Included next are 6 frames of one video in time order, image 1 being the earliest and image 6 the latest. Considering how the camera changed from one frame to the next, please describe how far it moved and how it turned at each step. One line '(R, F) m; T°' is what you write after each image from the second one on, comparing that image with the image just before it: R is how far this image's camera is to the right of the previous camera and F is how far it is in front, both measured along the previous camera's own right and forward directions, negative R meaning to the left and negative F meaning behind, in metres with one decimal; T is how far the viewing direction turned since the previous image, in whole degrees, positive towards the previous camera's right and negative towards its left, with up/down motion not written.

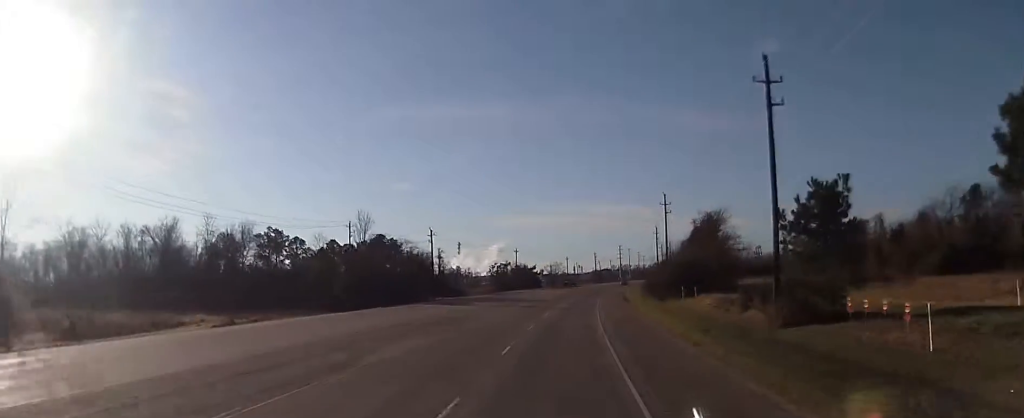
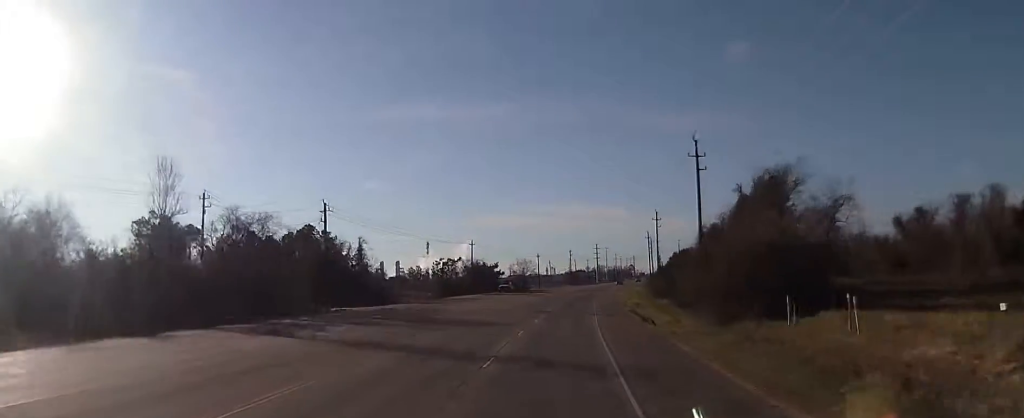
(+1.4, +40.4) m; +2°
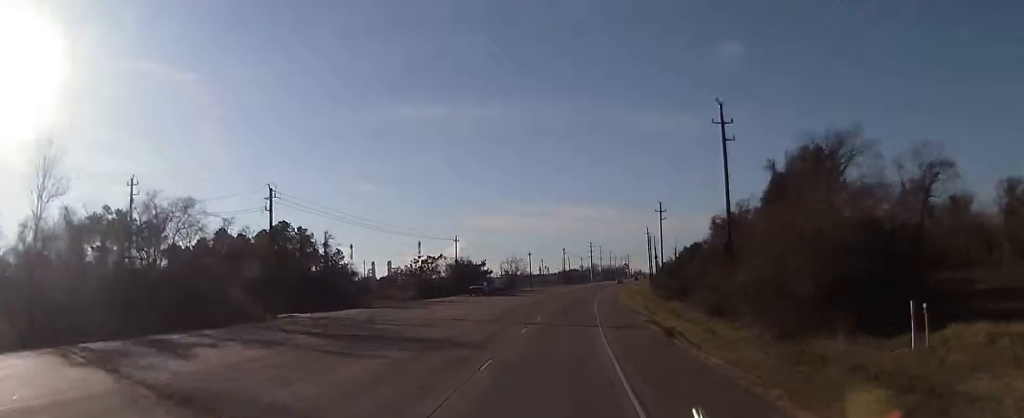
(0.0, +12.6) m; 0°
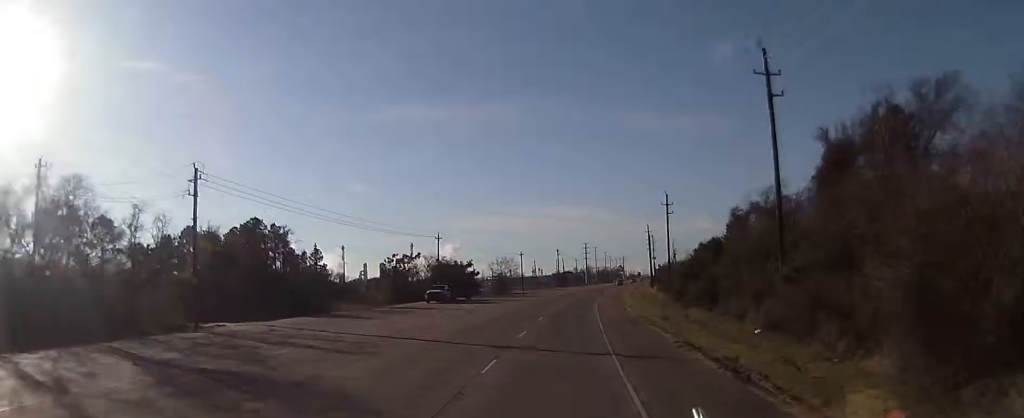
(0.0, +12.6) m; +1°
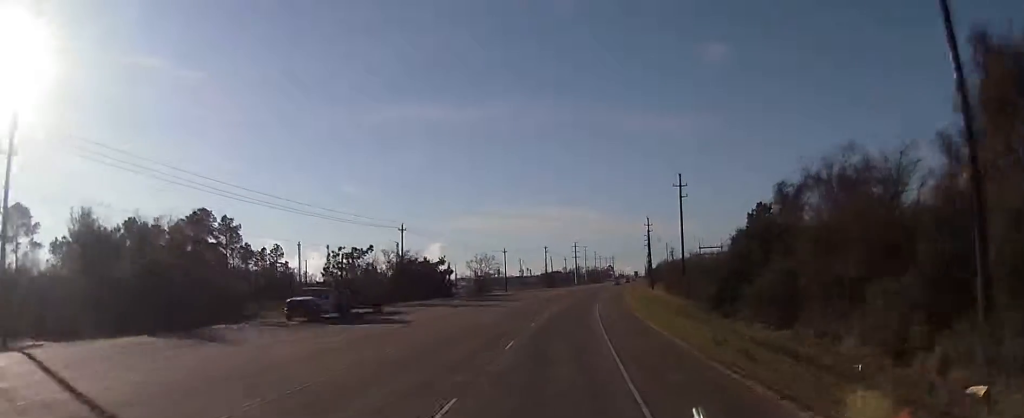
(0.0, +18.9) m; +1°
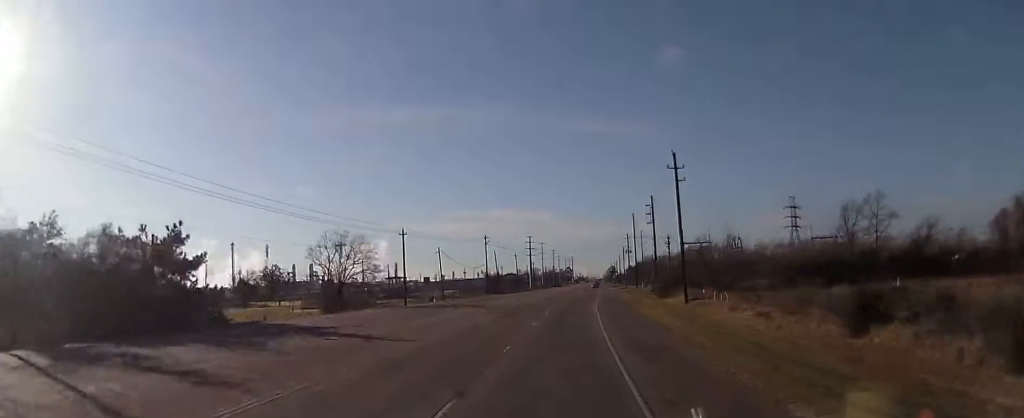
(+2.2, +71.5) m; +5°
